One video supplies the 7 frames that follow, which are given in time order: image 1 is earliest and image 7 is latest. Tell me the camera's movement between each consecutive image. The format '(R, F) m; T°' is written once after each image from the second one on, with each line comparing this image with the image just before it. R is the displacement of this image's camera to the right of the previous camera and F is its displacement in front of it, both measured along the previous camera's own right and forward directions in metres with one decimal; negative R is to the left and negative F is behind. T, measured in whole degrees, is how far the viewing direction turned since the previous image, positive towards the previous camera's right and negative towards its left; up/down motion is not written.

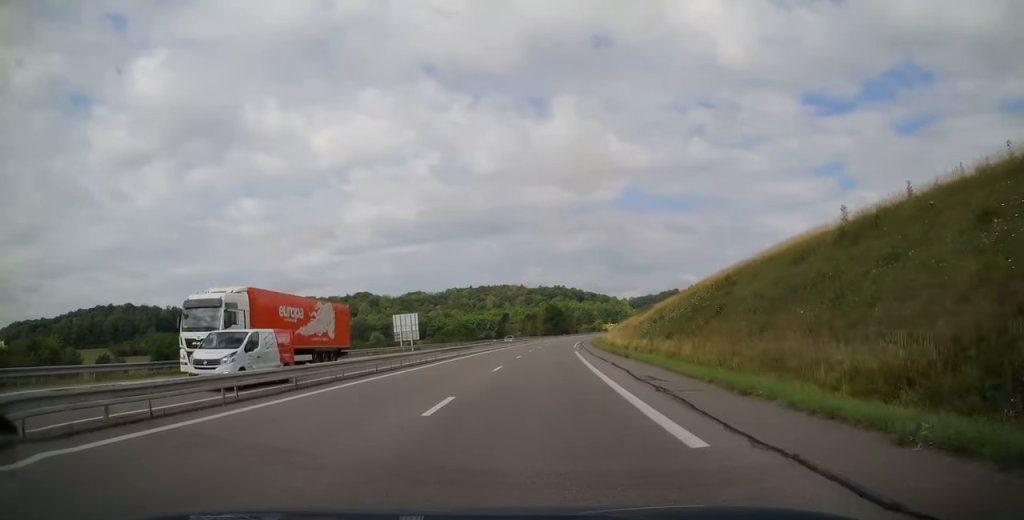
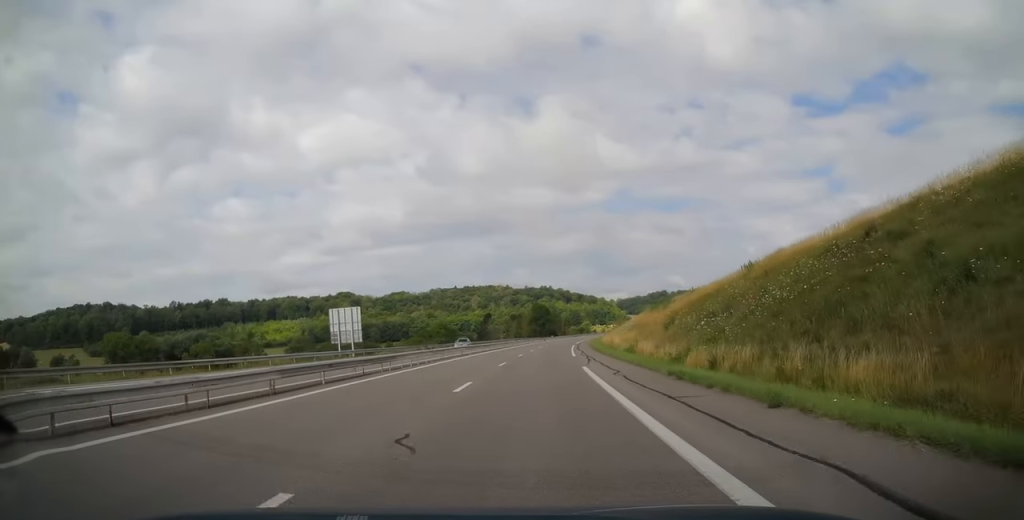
(+0.2, +21.1) m; +1°
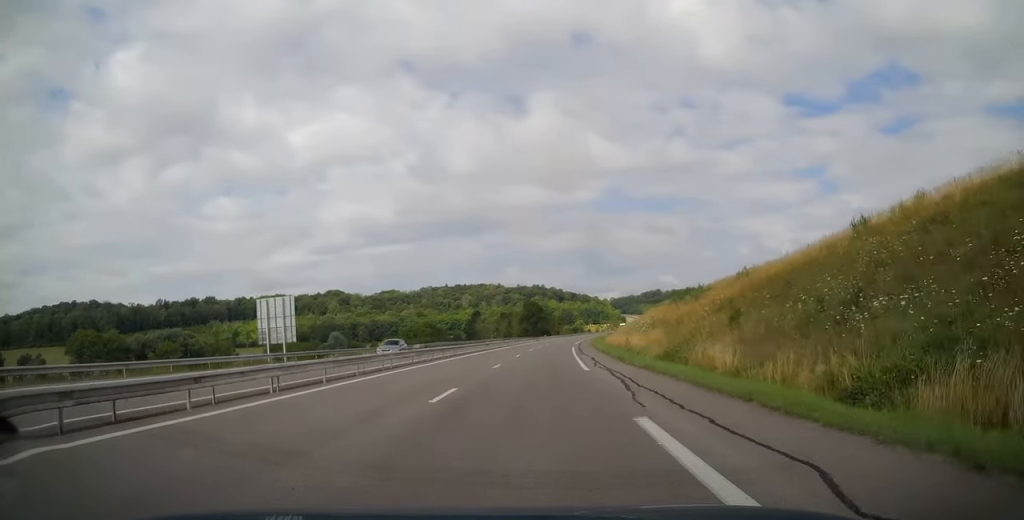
(+0.2, +15.7) m; +1°
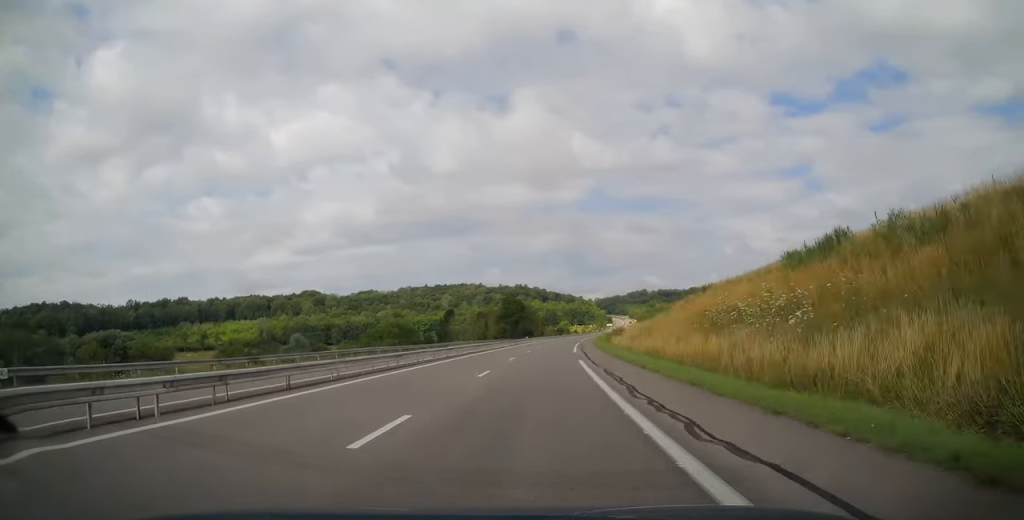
(+0.5, +30.8) m; +2°
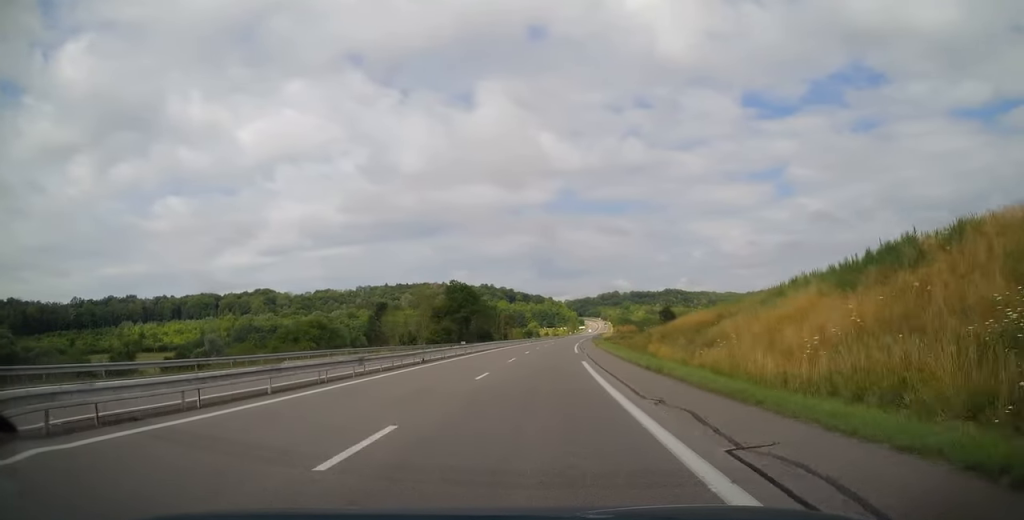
(+1.5, +52.6) m; +3°
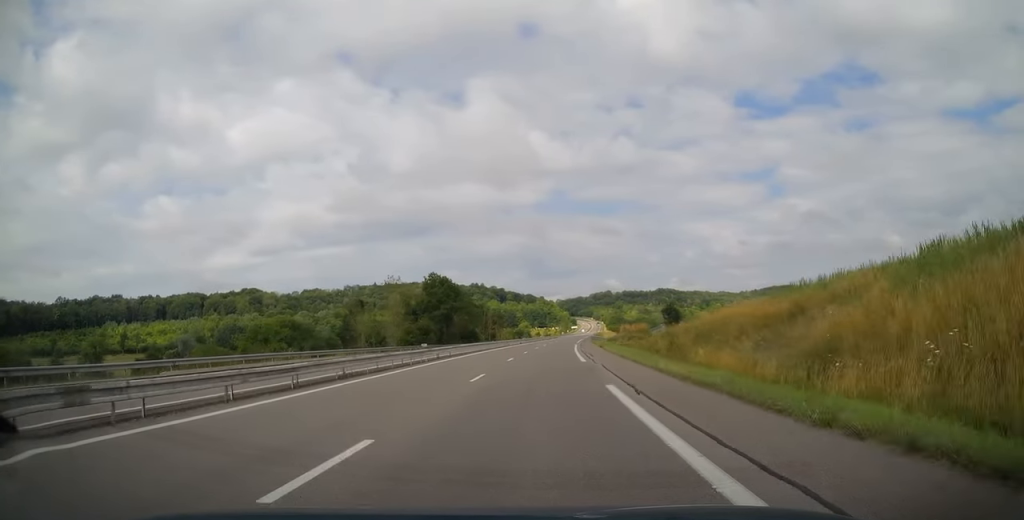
(+0.1, +14.1) m; +1°
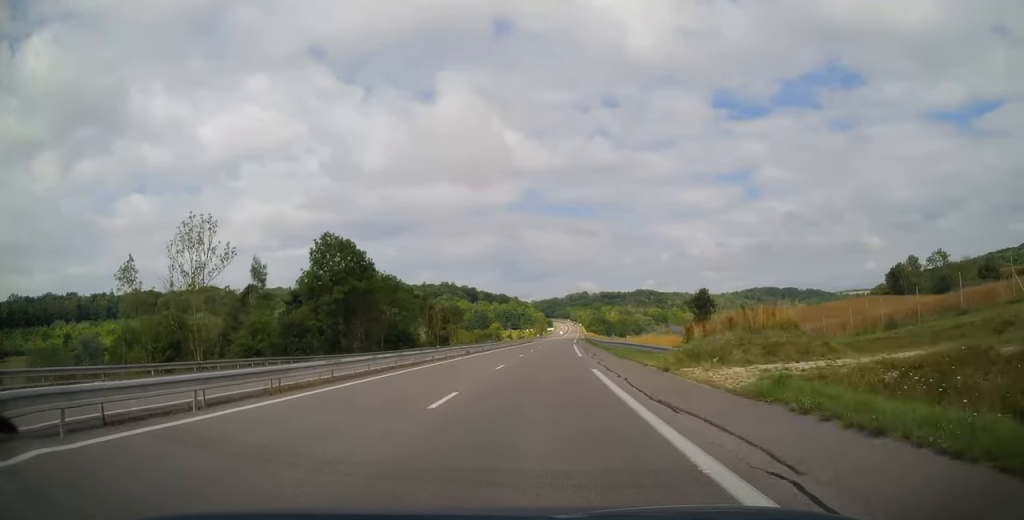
(+1.1, +44.8) m; +2°
